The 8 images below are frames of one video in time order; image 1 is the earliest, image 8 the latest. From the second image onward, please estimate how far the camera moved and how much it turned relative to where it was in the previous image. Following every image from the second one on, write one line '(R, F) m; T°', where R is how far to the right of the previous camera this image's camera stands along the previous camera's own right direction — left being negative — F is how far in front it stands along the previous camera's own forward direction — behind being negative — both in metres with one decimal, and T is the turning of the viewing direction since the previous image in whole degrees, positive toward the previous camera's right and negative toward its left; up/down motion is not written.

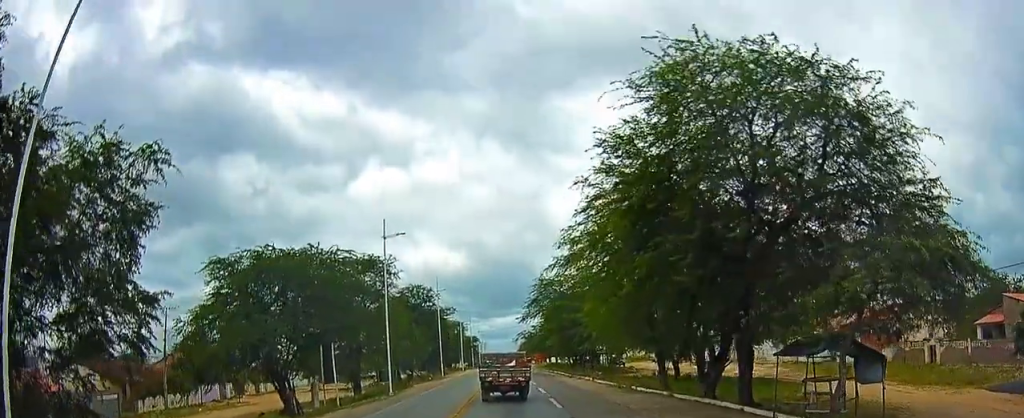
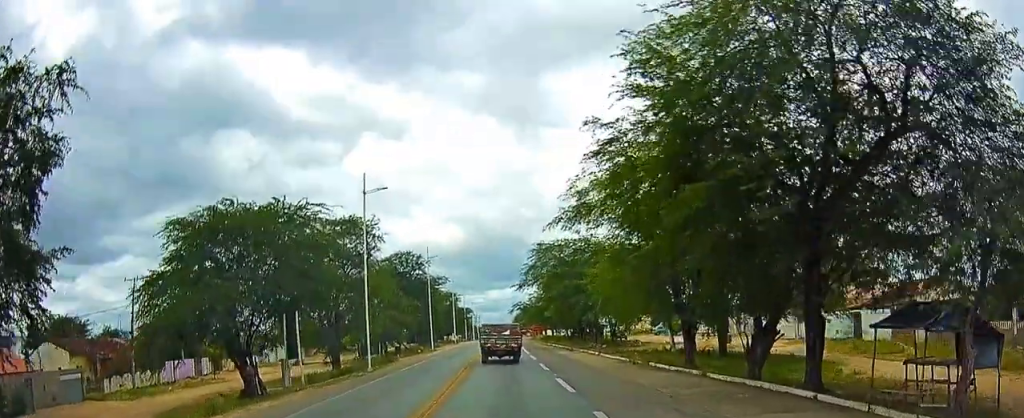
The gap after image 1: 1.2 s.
(-0.1, +6.5) m; +2°
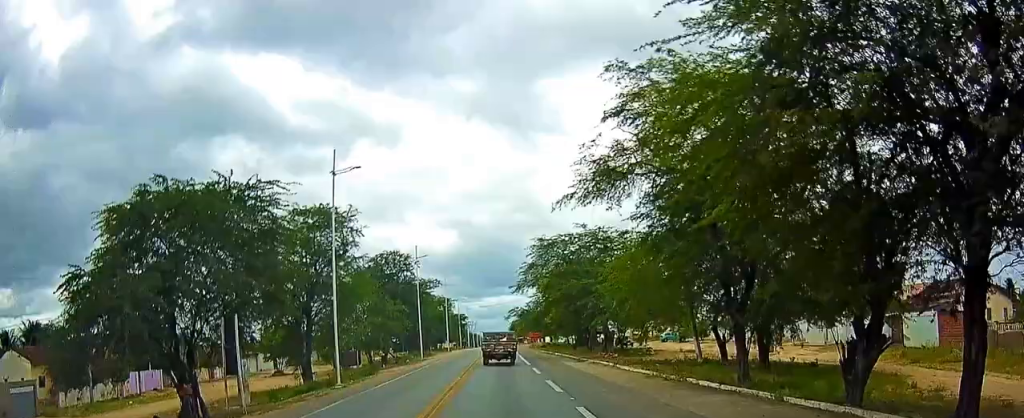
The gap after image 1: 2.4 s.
(+0.4, +6.1) m; +5°
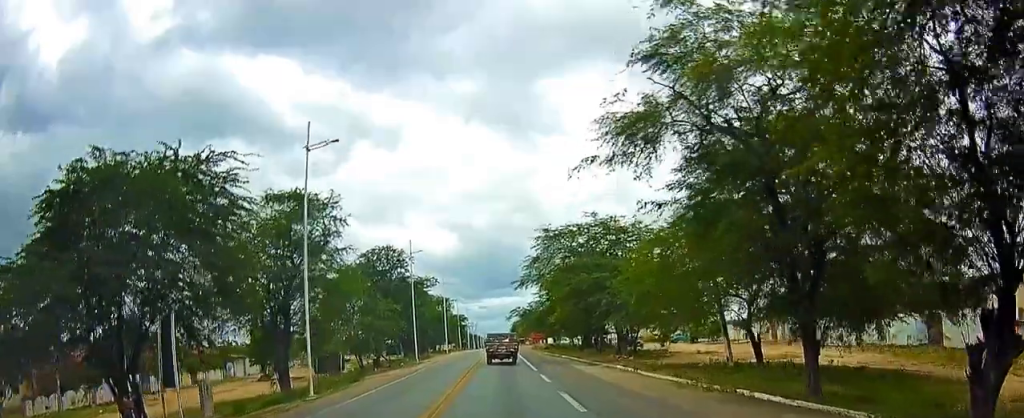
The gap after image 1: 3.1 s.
(0.0, +3.5) m; +1°
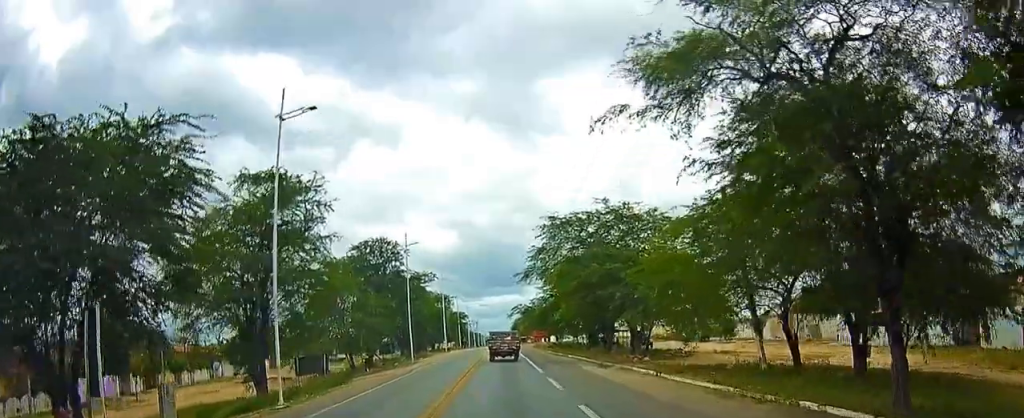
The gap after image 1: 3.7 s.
(0.0, +2.8) m; 0°
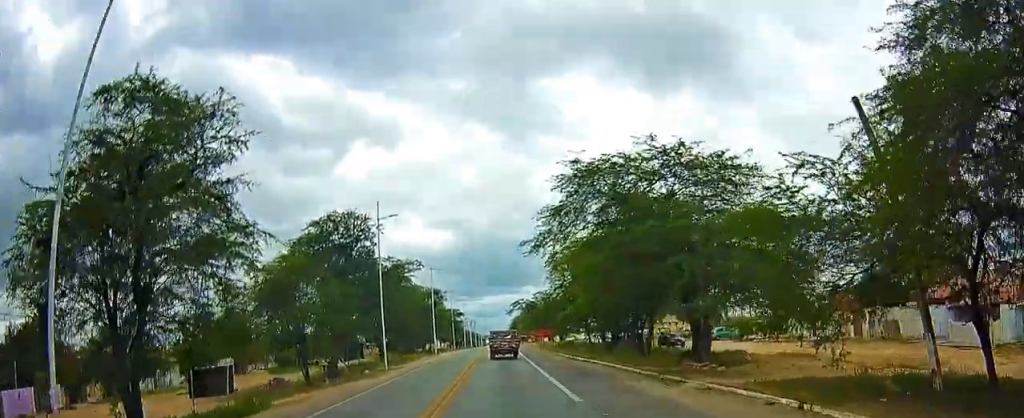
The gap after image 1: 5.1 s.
(+0.1, +8.4) m; 0°
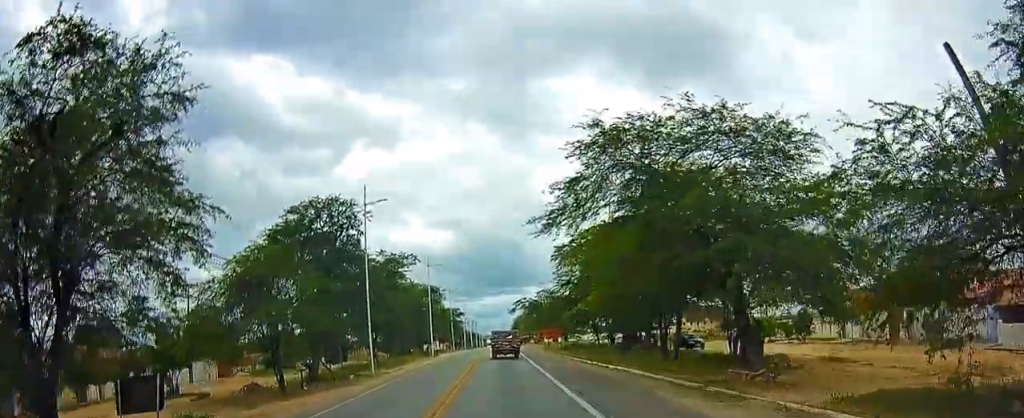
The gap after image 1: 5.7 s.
(0.0, +3.9) m; 0°
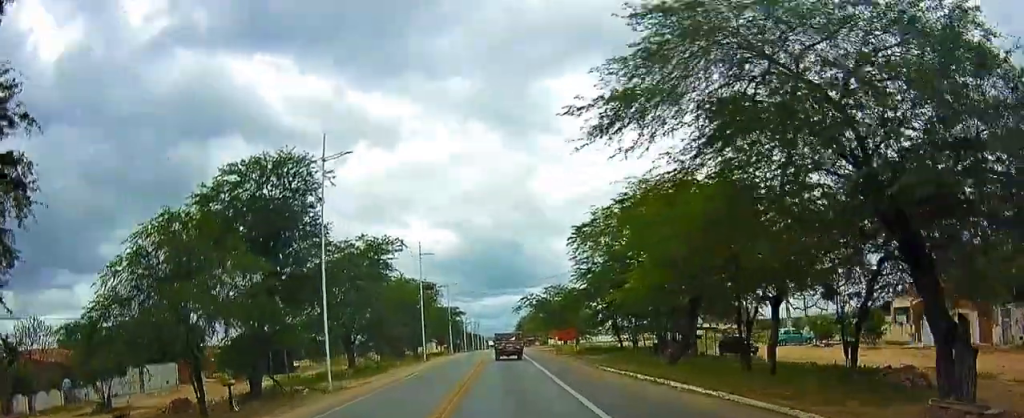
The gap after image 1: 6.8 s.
(0.0, +8.3) m; 0°
